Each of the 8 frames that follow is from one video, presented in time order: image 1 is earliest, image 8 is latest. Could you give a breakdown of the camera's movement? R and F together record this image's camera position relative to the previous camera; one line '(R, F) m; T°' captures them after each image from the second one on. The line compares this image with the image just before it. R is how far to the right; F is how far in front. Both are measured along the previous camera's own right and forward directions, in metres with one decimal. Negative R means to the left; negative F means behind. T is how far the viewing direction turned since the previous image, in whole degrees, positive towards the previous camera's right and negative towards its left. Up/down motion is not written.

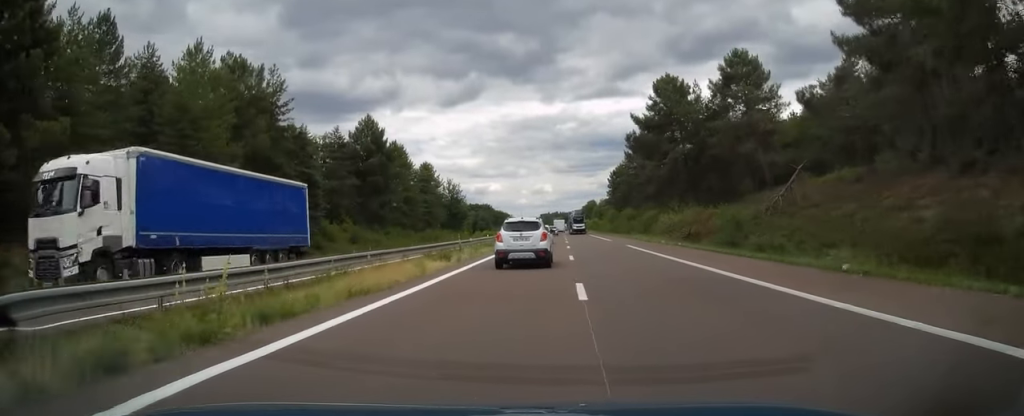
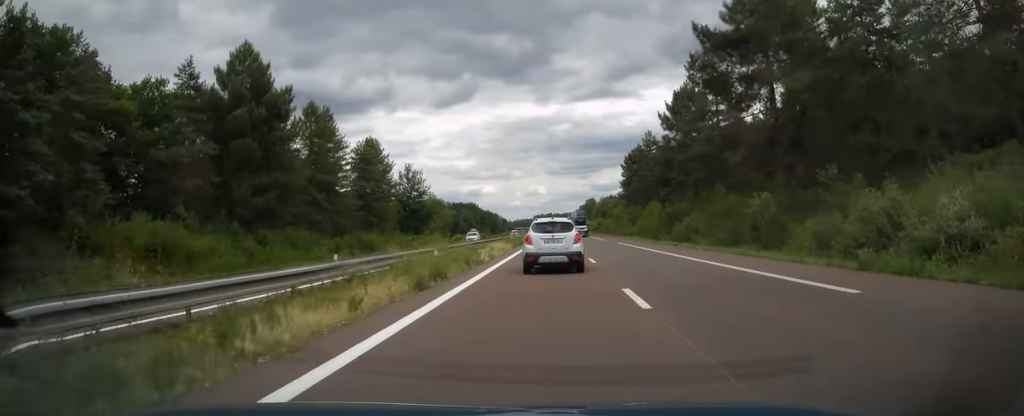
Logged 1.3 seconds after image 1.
(-0.1, +40.9) m; 0°
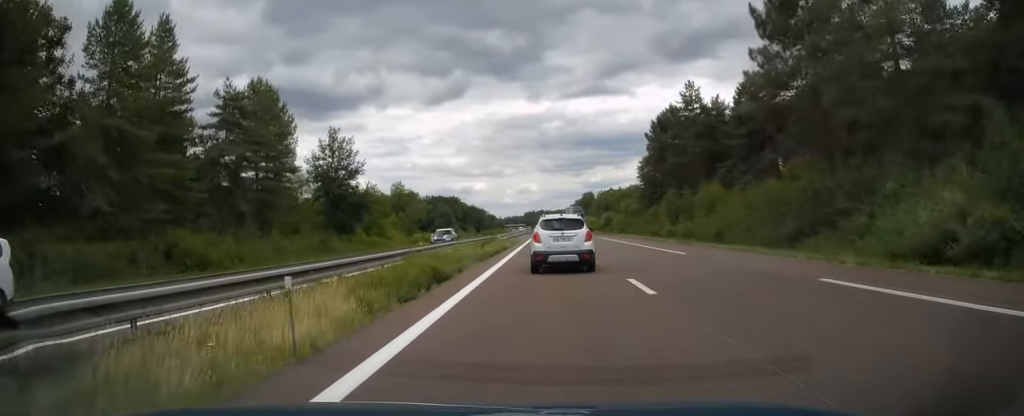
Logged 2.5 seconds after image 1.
(+0.1, +38.0) m; +1°
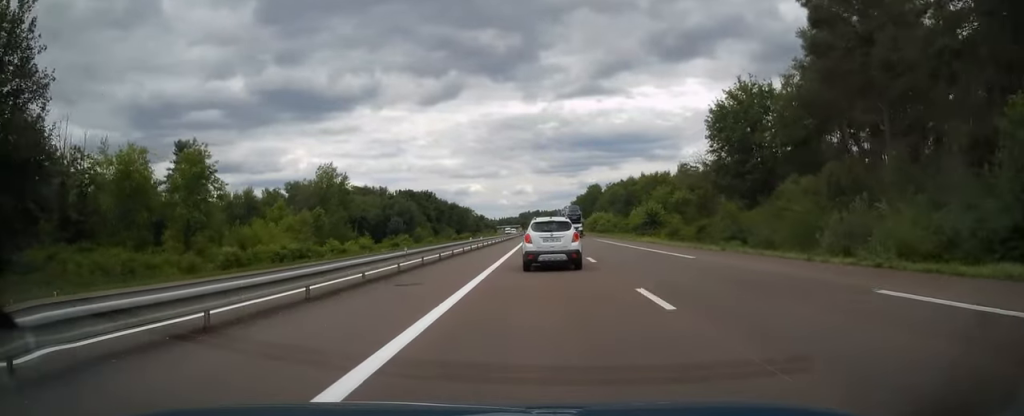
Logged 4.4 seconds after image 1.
(+0.6, +55.0) m; +1°
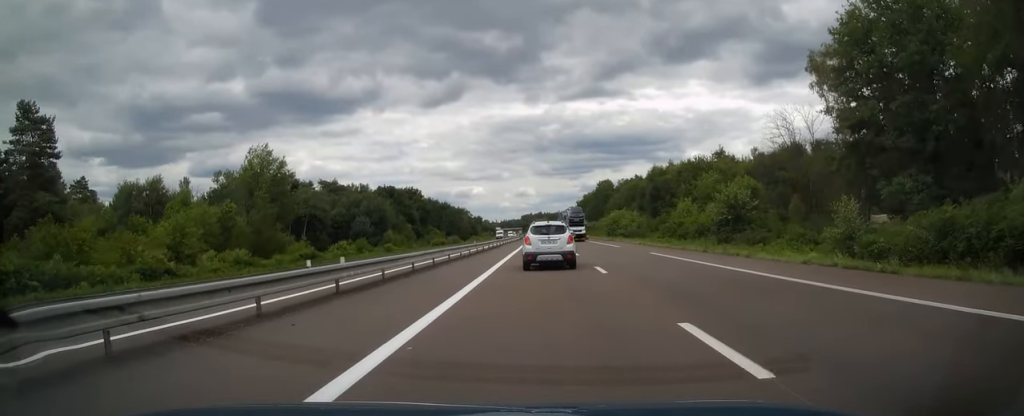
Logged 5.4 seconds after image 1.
(0.0, +30.7) m; 0°
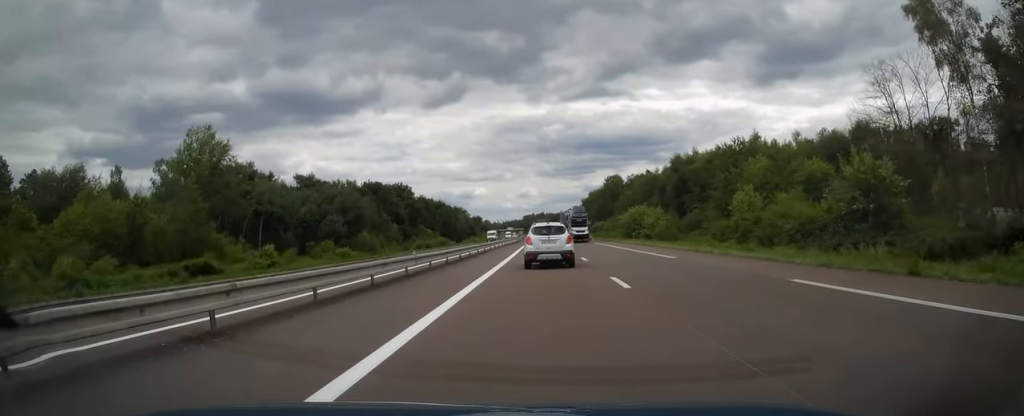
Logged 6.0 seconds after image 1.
(+0.1, +17.8) m; 0°
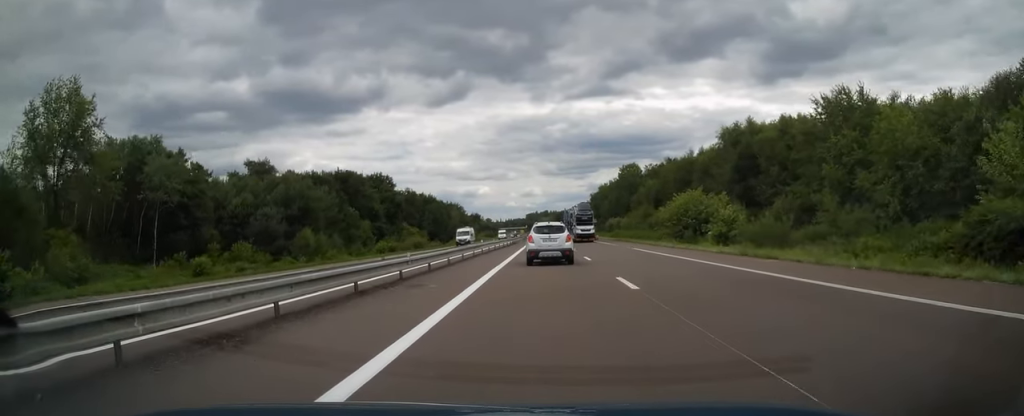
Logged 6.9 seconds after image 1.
(+0.1, +26.1) m; 0°
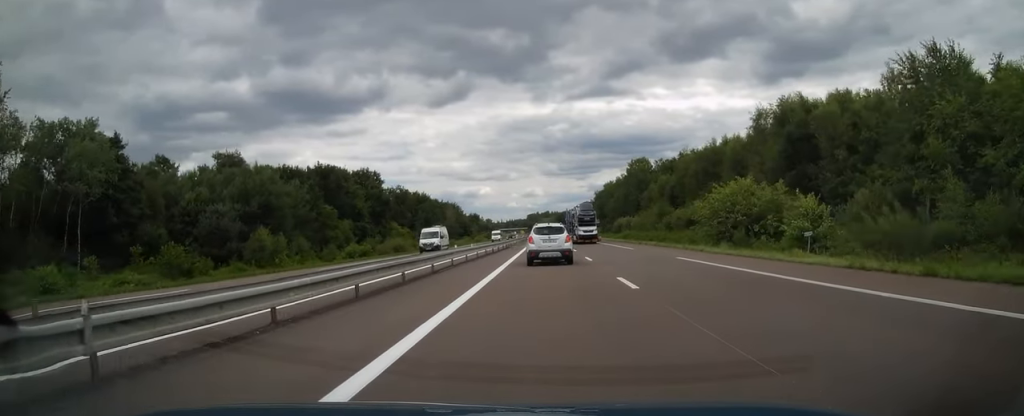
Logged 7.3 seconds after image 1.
(+0.1, +12.3) m; -1°
